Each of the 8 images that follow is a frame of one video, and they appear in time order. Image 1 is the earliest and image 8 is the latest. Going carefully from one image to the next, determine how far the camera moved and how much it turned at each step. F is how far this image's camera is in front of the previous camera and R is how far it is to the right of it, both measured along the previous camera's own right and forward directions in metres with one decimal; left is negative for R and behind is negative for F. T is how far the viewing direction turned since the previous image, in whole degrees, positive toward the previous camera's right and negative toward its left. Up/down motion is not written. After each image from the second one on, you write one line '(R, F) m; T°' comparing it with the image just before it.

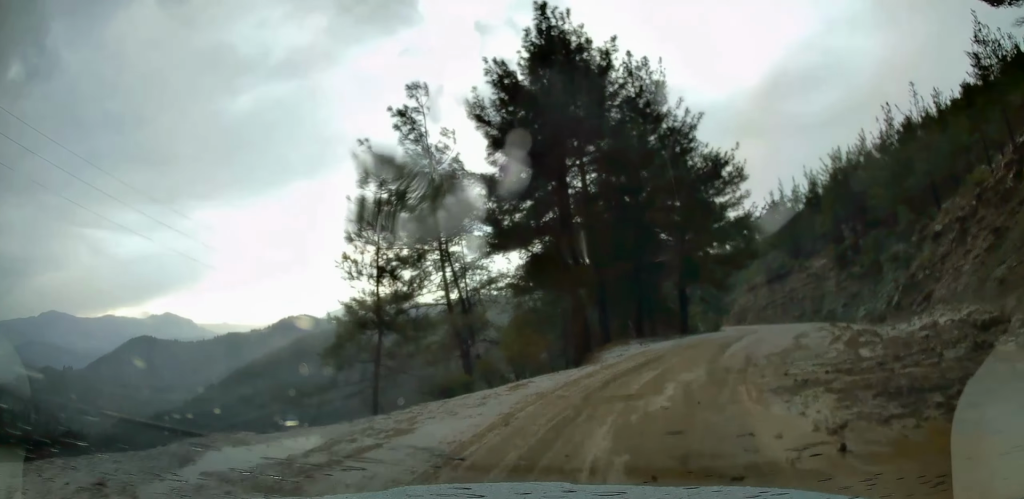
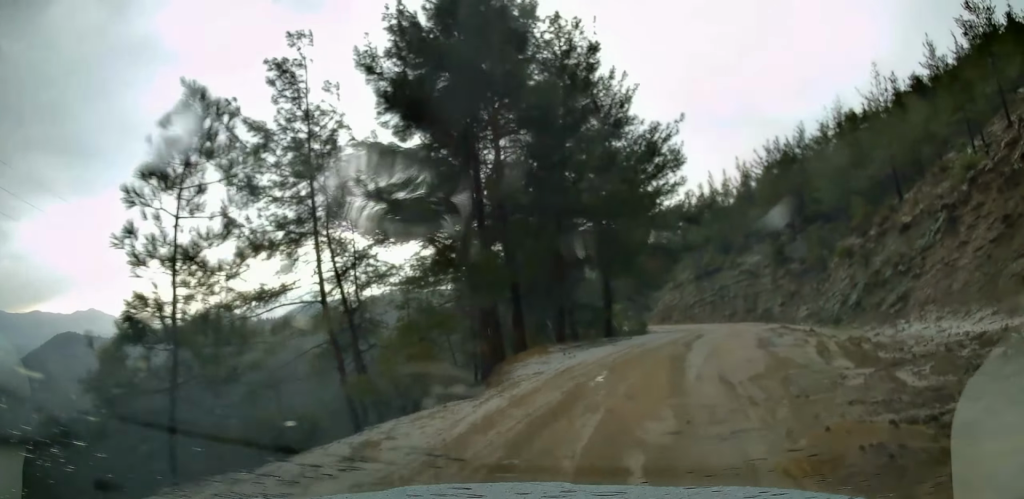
(+0.3, +4.2) m; +10°
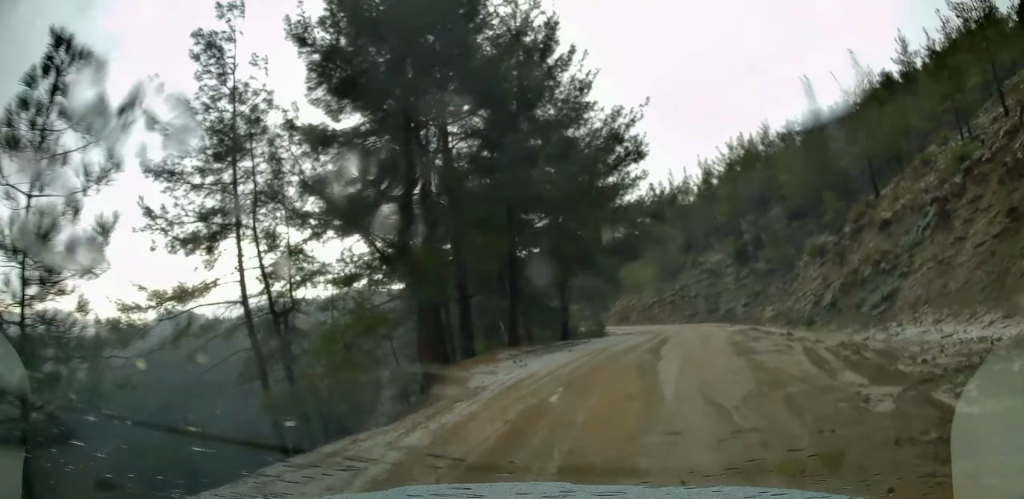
(+0.2, +2.1) m; +3°
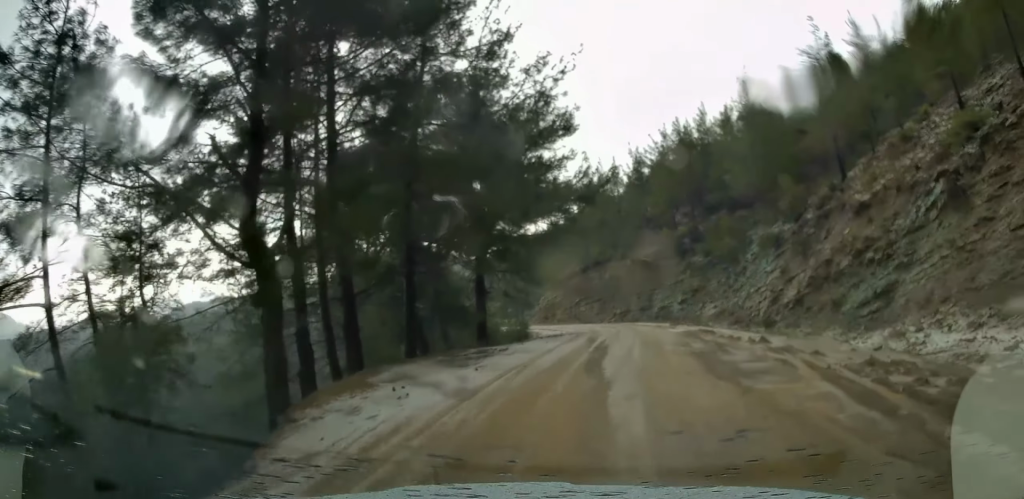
(+0.3, +4.5) m; +6°
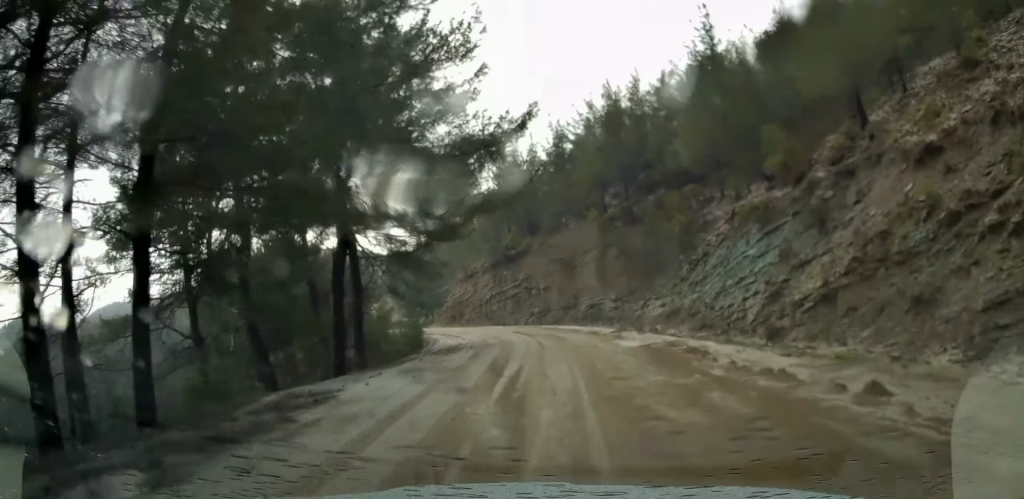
(+0.7, +9.2) m; +7°
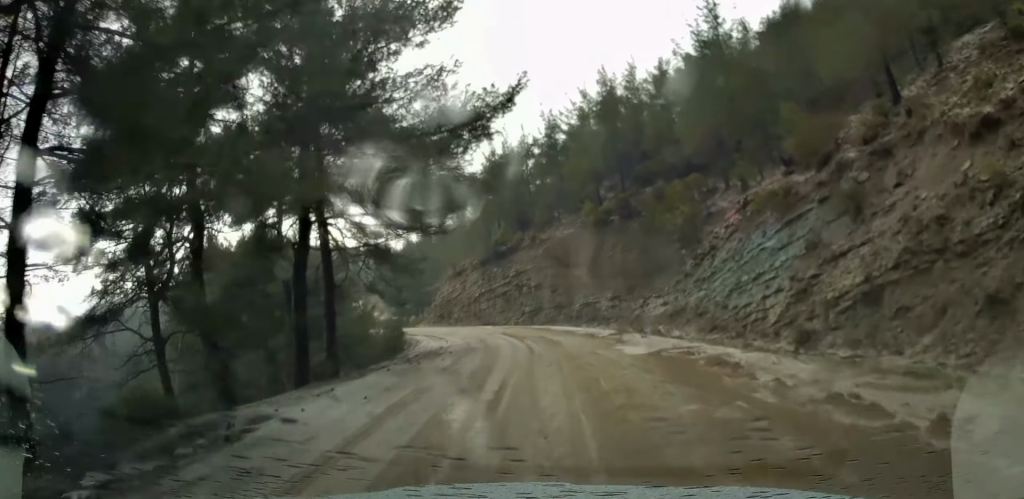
(0.0, +2.6) m; 0°
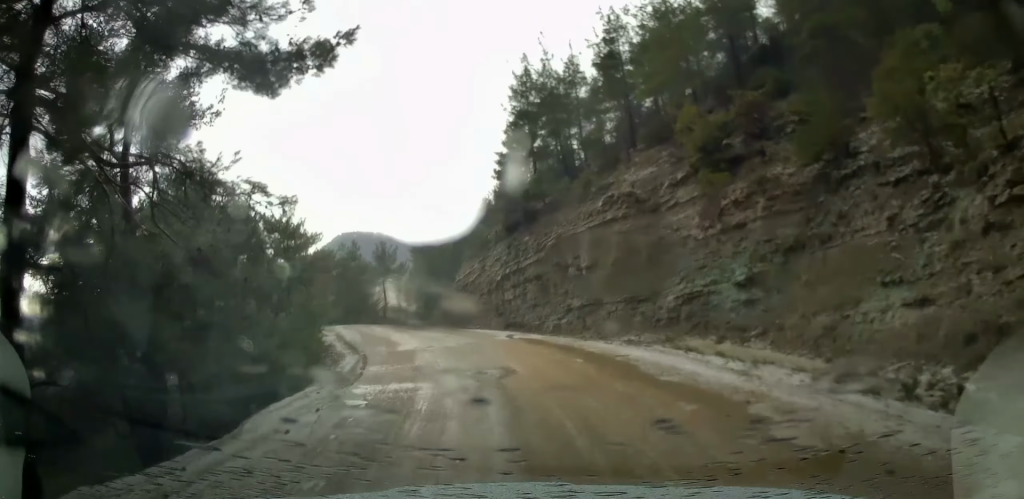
(-1.0, +17.5) m; -8°
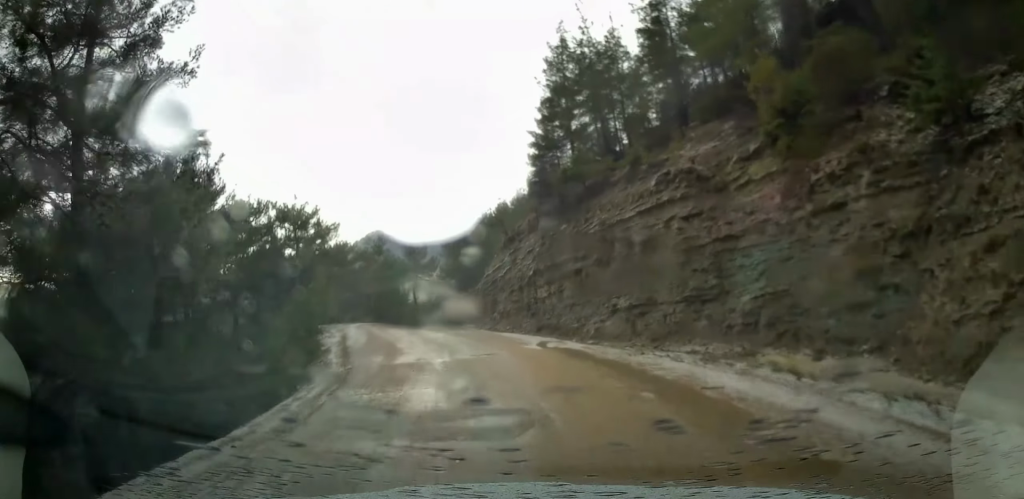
(-0.1, +4.1) m; -4°
